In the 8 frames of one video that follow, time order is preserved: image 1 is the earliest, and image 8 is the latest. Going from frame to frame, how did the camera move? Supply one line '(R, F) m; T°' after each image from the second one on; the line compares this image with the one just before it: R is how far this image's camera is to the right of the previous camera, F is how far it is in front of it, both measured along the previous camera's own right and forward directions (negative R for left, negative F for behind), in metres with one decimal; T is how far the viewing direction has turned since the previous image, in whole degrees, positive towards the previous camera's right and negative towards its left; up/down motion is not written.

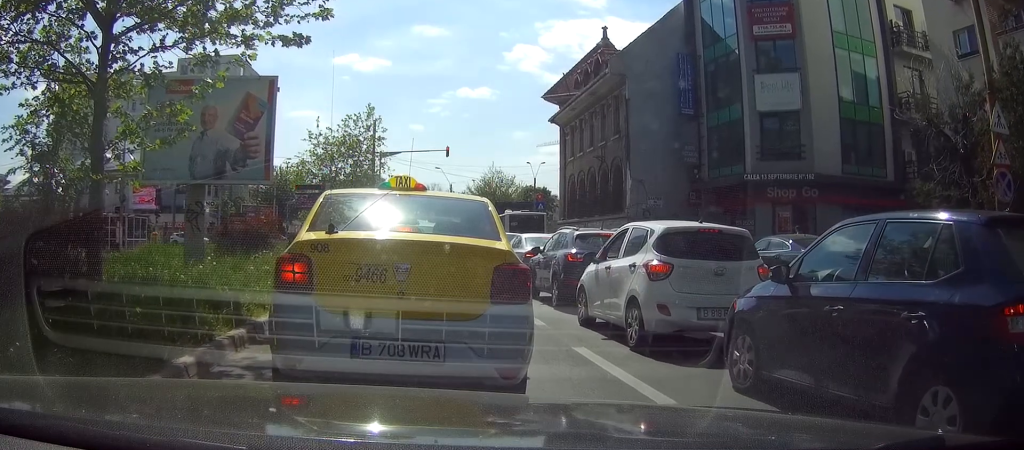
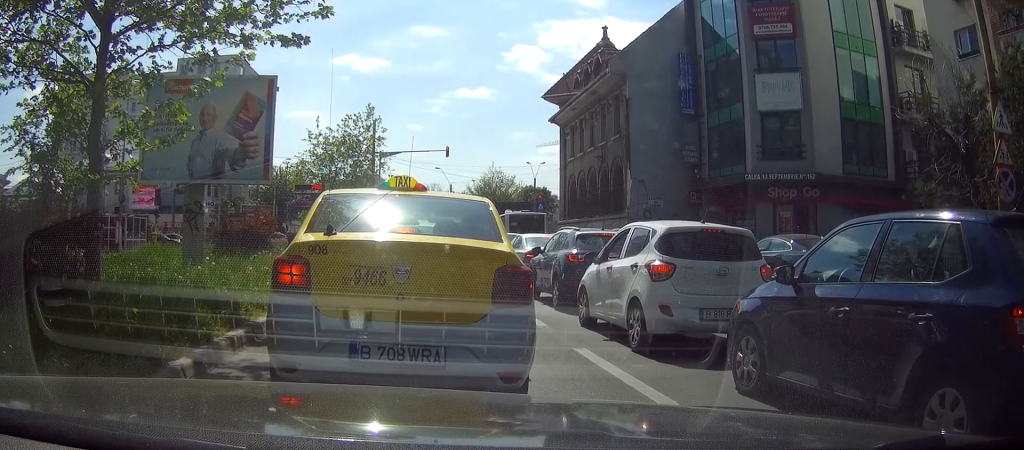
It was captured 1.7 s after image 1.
(0.0, 0.0) m; 0°
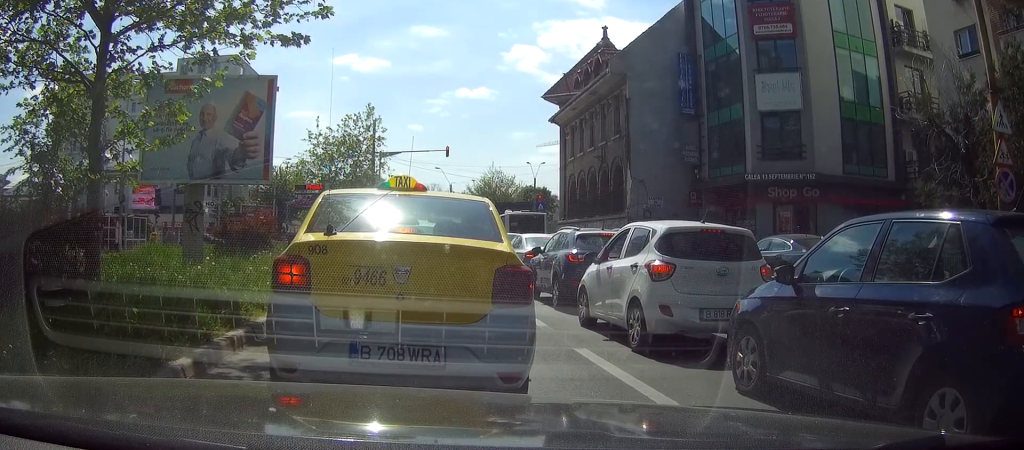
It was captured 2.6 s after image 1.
(0.0, 0.0) m; 0°
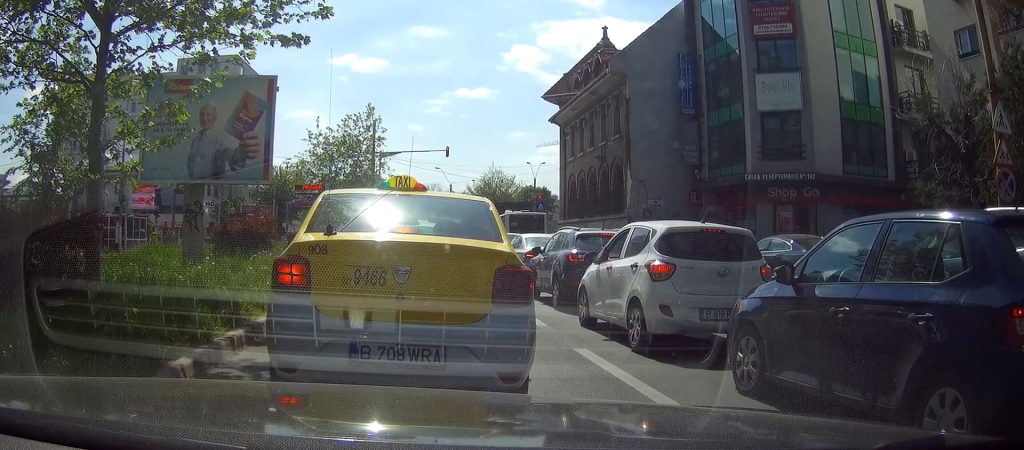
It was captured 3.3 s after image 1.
(0.0, 0.0) m; 0°
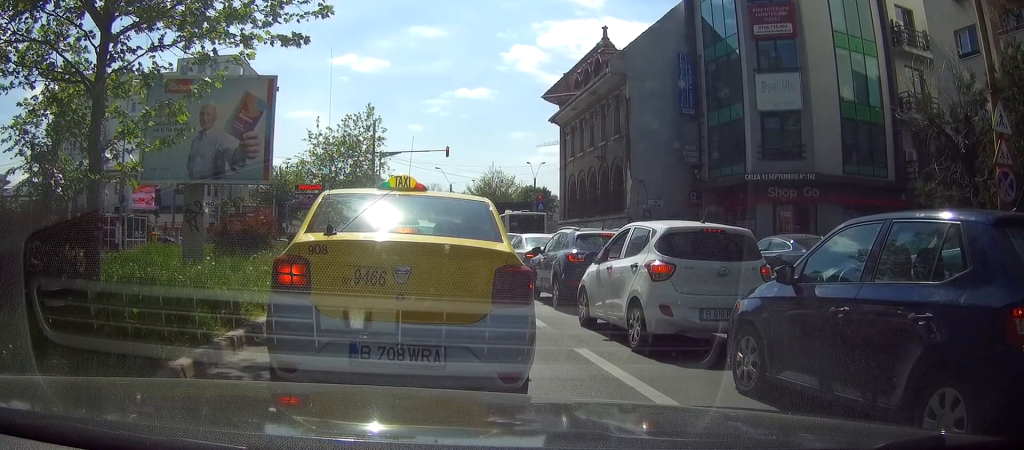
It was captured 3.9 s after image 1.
(0.0, 0.0) m; 0°
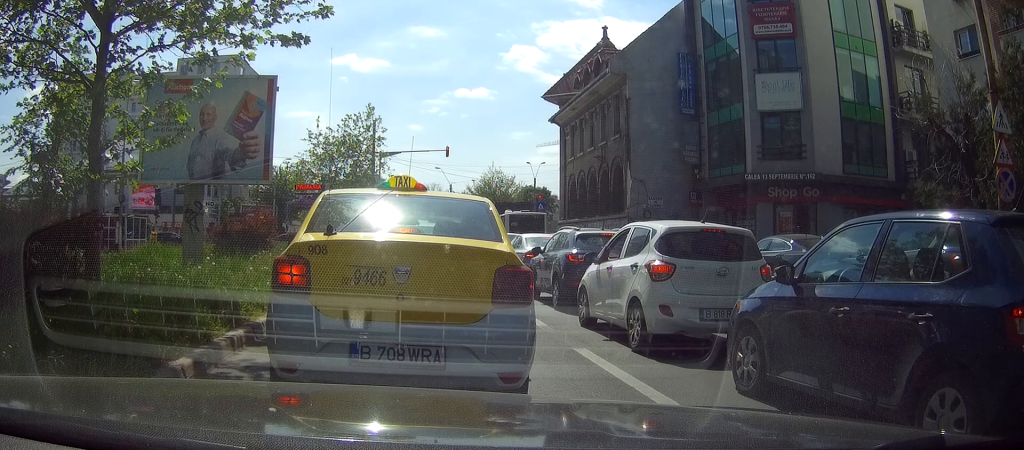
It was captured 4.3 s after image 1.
(0.0, 0.0) m; 0°
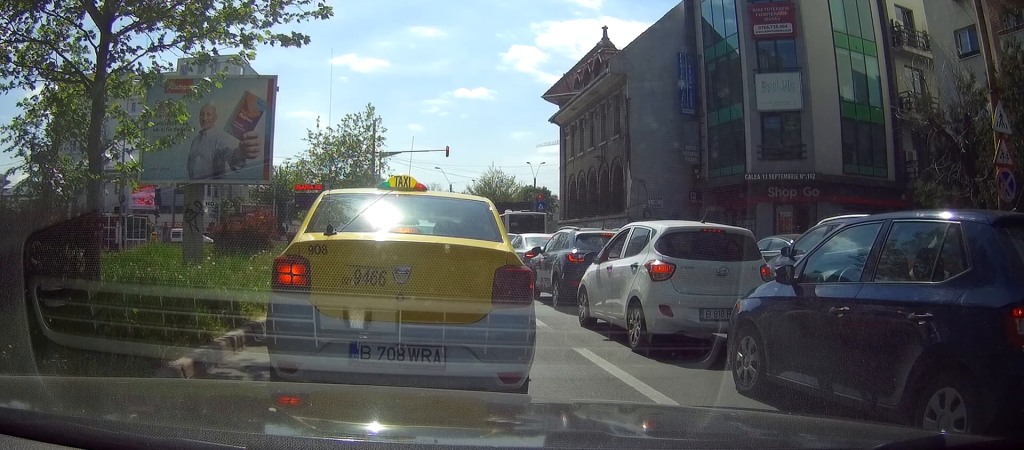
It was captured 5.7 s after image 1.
(0.0, 0.0) m; 0°
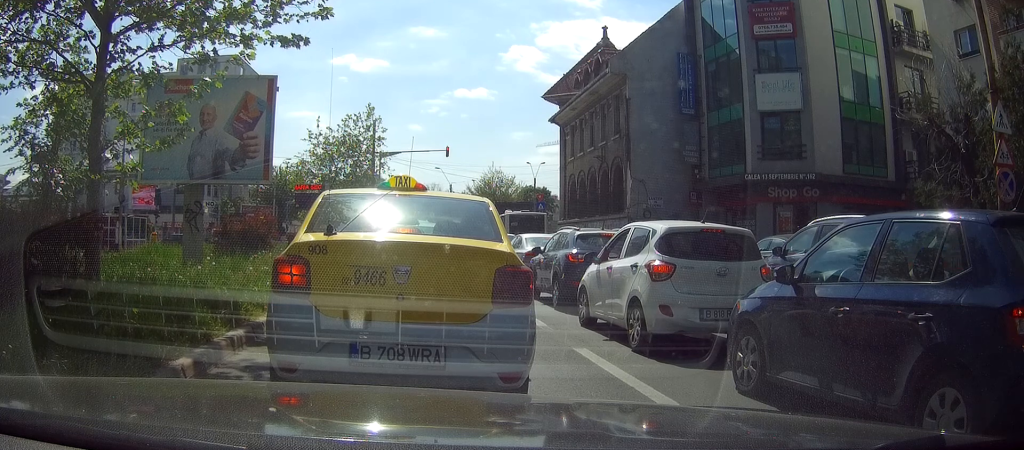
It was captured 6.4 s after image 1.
(0.0, 0.0) m; 0°
